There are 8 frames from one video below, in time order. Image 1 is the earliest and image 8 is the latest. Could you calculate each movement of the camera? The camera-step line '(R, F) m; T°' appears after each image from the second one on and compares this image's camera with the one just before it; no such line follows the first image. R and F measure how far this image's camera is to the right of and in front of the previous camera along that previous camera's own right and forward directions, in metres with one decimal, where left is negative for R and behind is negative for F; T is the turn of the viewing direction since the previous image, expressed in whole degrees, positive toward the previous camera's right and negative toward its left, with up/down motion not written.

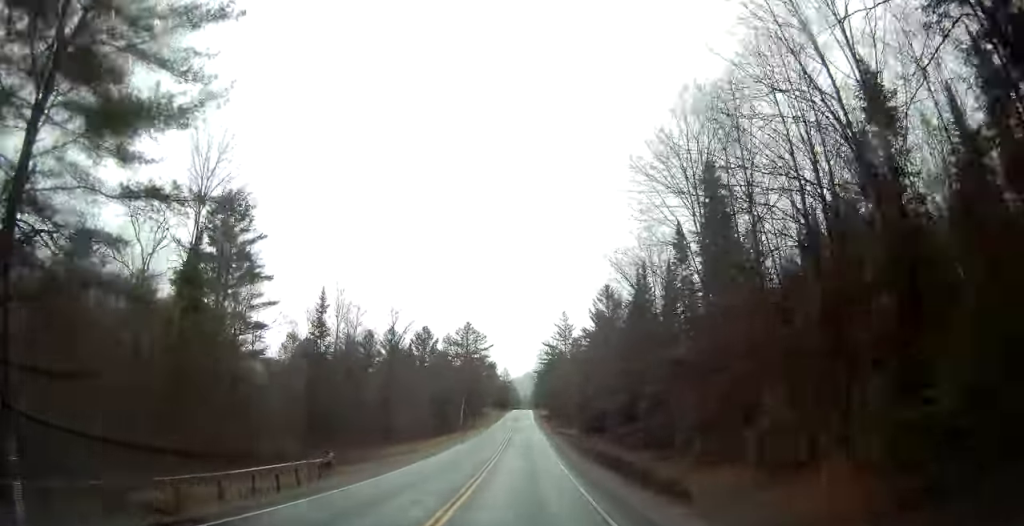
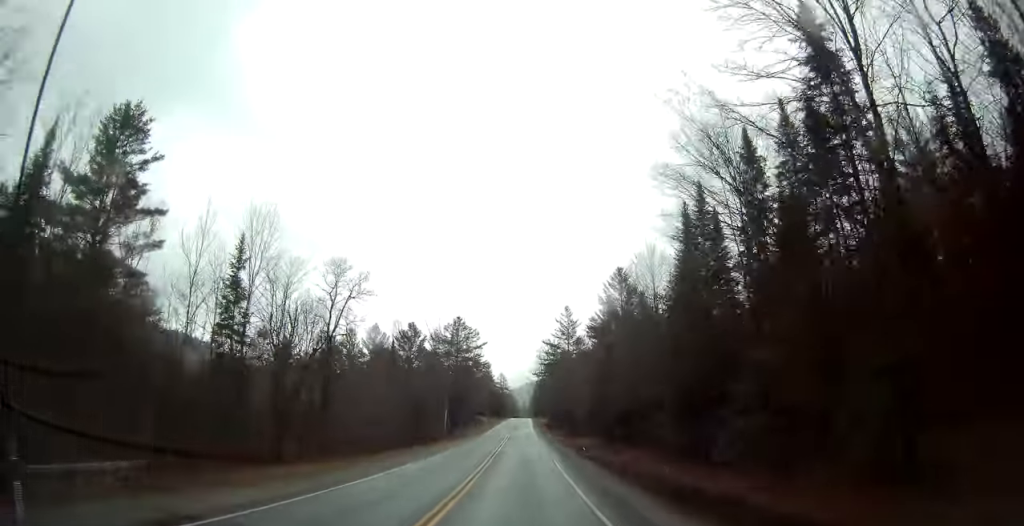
(+0.2, +16.6) m; 0°
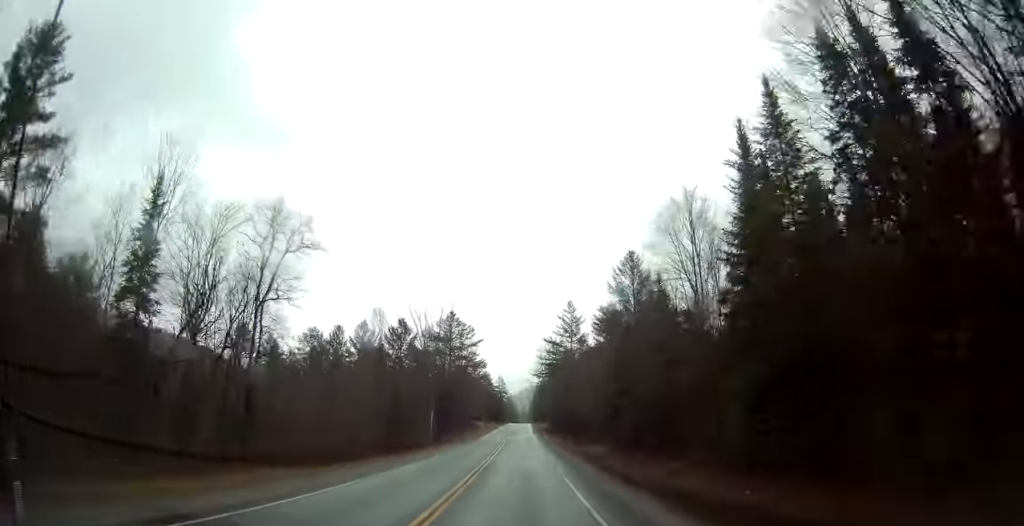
(0.0, +10.6) m; 0°
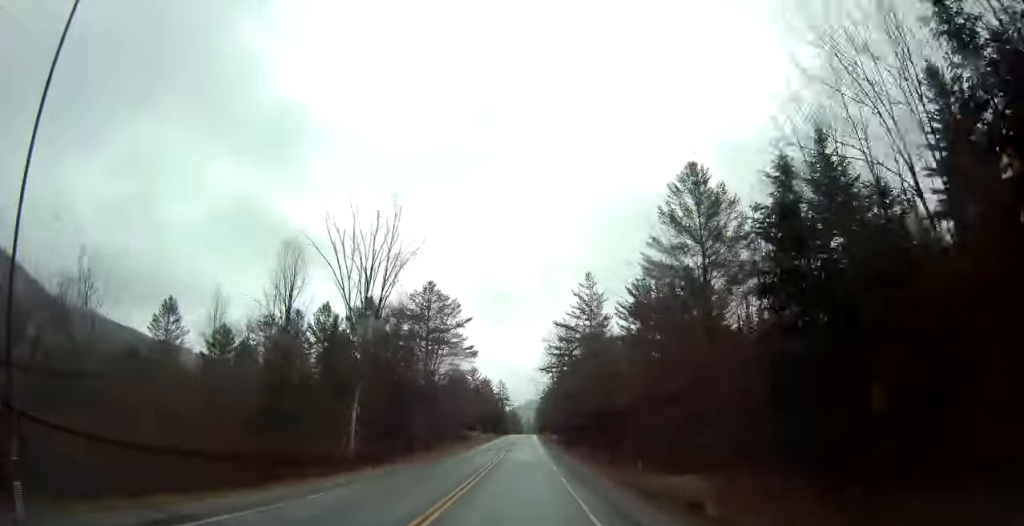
(0.0, +30.5) m; 0°
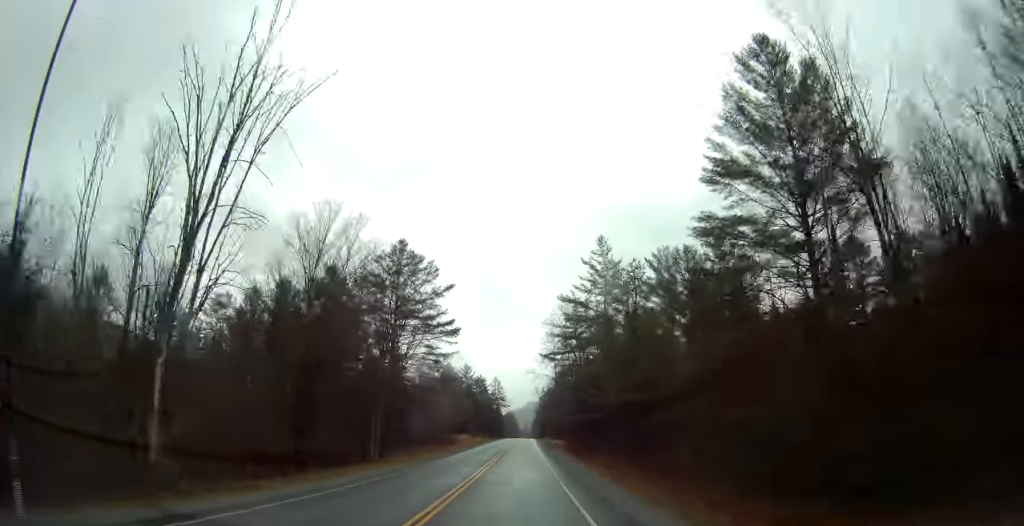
(-0.1, +19.6) m; -1°
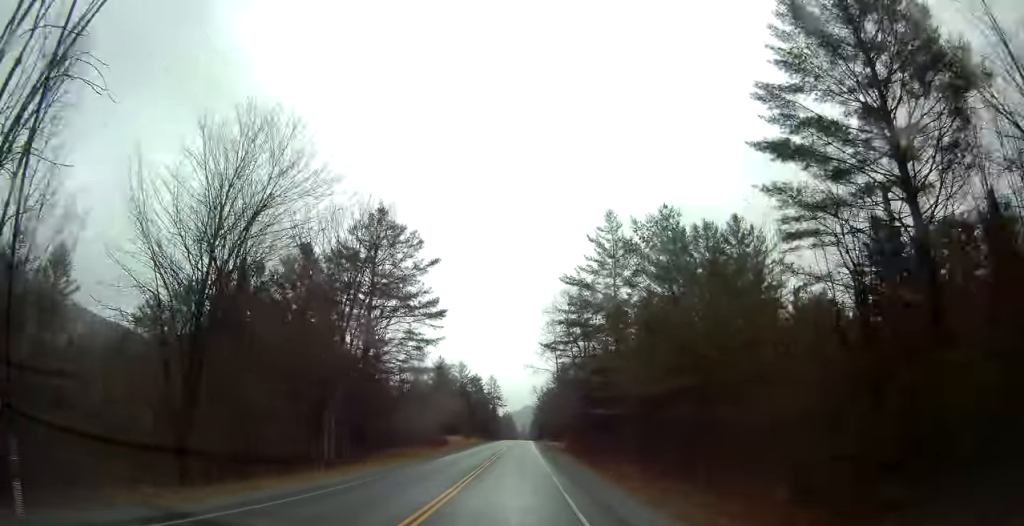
(-0.1, +9.7) m; 0°
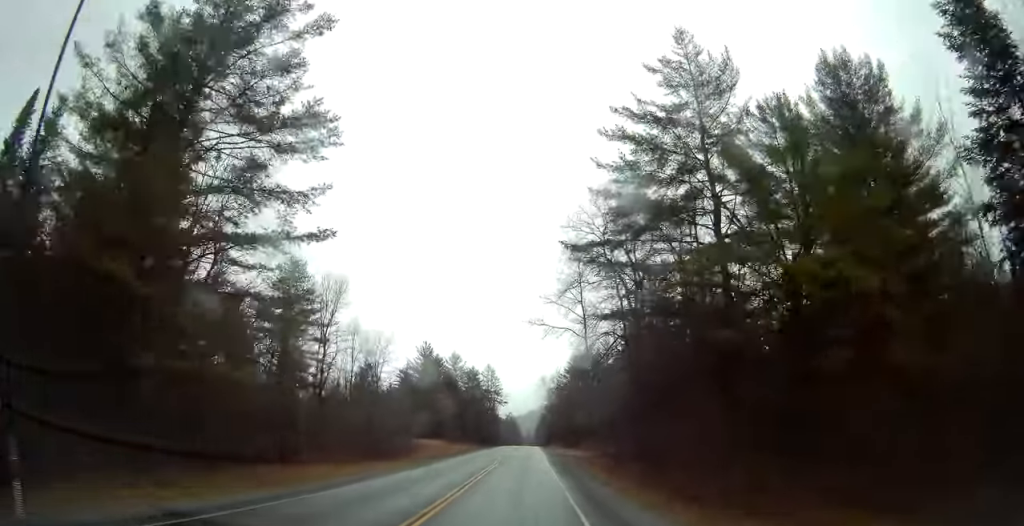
(0.0, +33.9) m; -1°
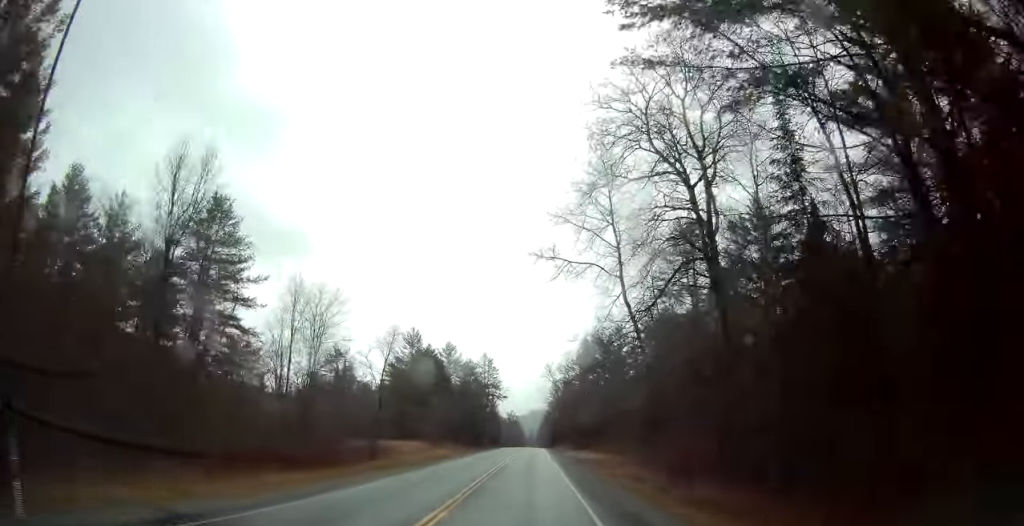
(-0.1, +18.3) m; 0°
